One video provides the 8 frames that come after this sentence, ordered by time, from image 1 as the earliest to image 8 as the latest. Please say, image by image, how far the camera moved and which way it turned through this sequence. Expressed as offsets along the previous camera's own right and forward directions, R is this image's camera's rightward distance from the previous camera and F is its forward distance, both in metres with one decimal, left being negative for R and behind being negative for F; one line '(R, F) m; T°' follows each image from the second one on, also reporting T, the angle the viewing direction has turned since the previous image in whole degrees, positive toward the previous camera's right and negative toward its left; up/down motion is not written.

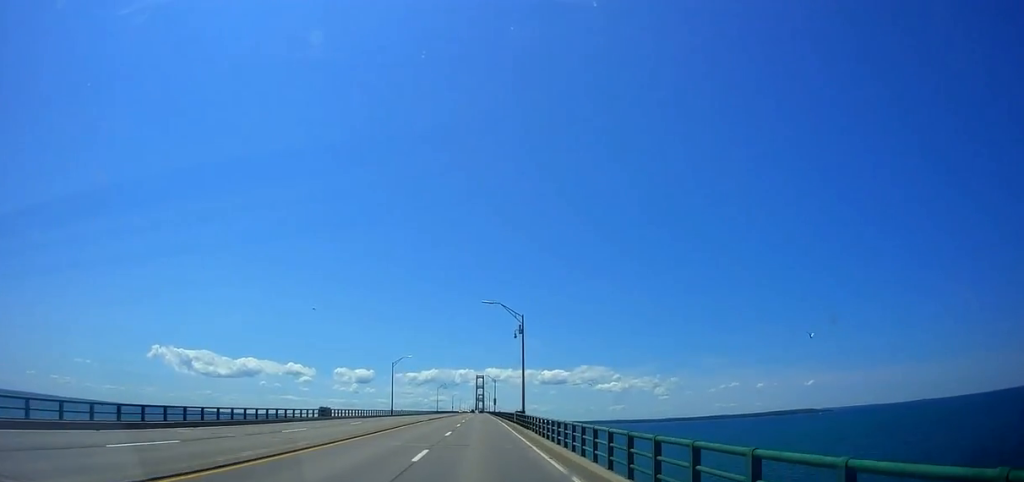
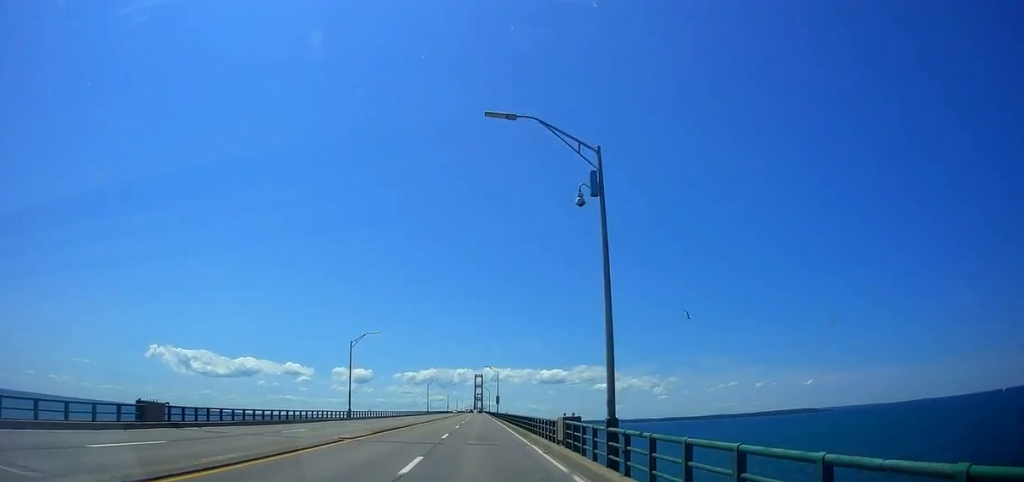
(0.0, +29.7) m; 0°
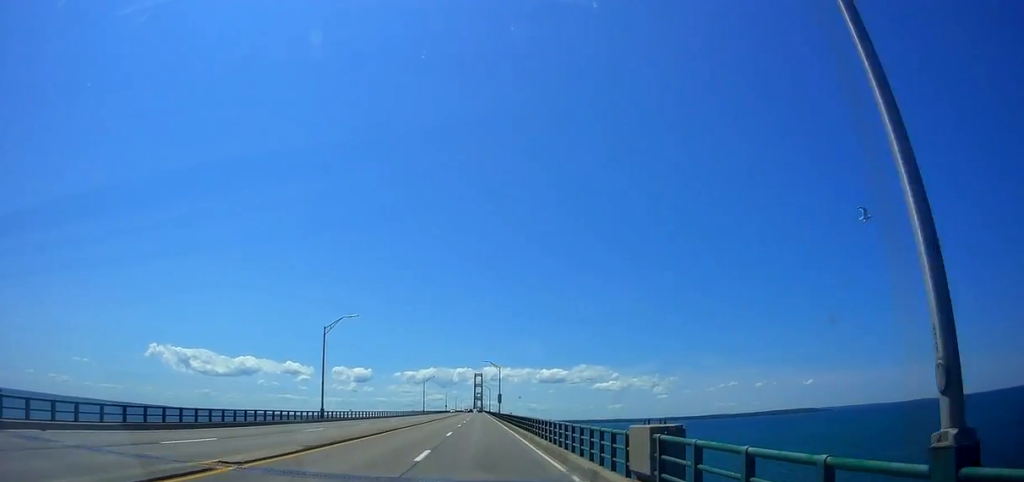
(0.0, +11.3) m; 0°
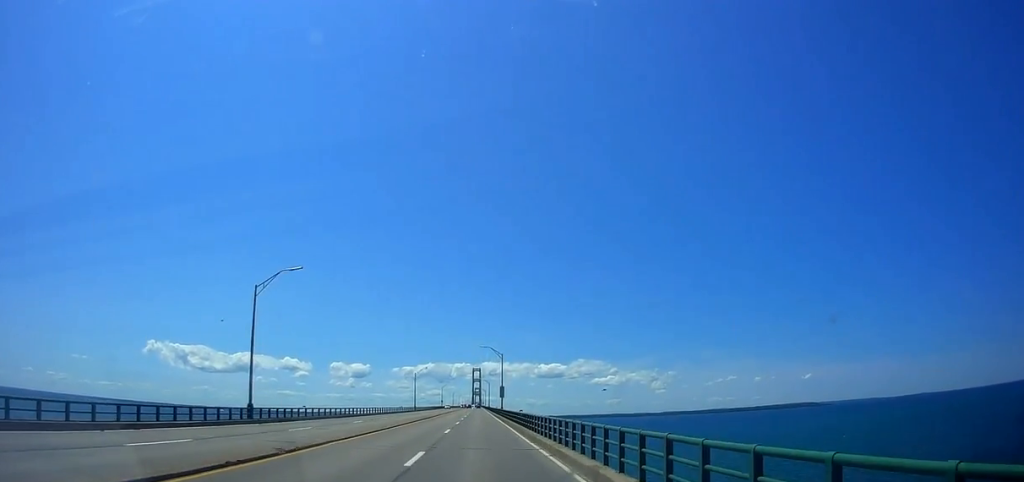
(0.0, +16.9) m; 0°
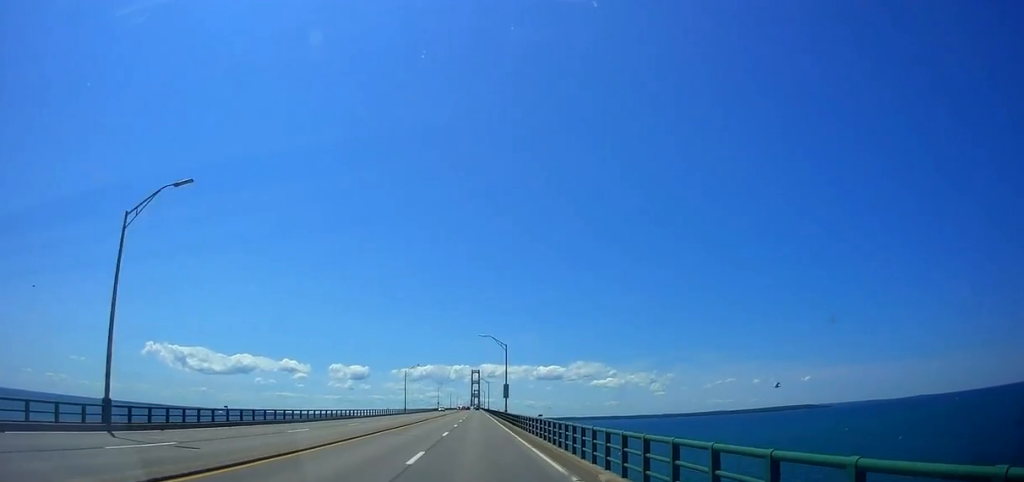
(0.0, +15.3) m; 0°
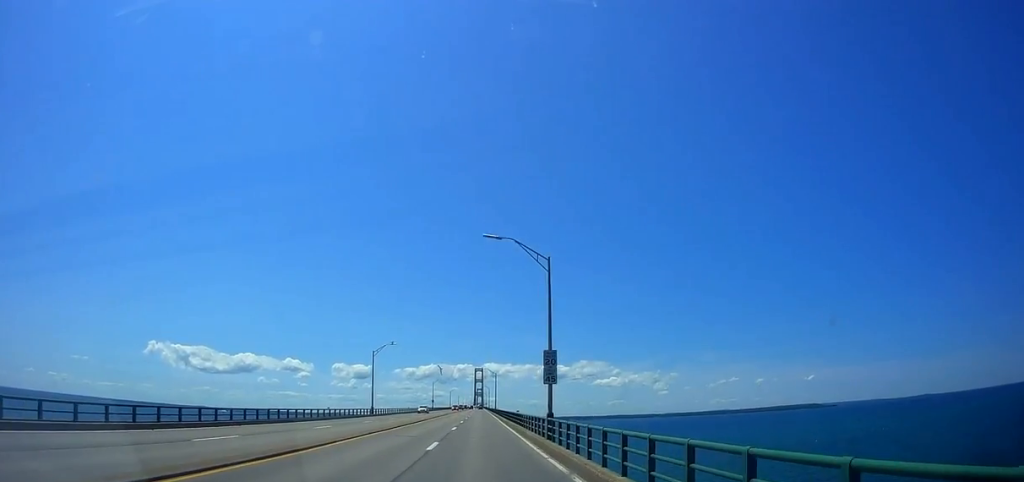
(+0.1, +38.5) m; 0°
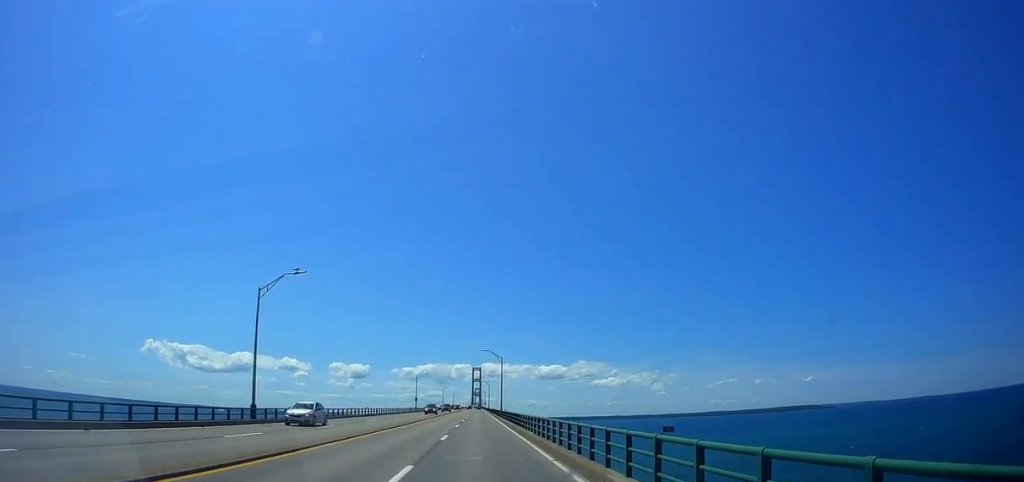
(-0.5, +41.2) m; -2°
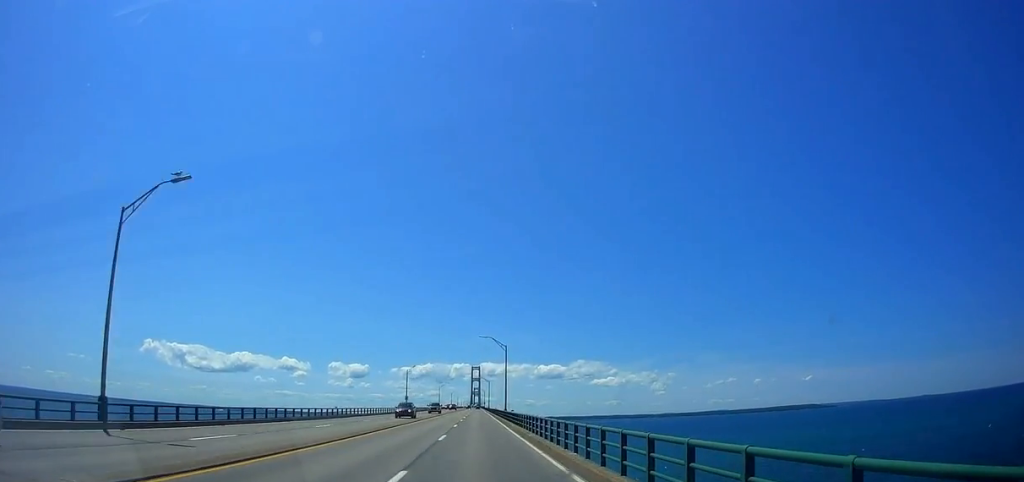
(-0.4, +16.1) m; 0°
